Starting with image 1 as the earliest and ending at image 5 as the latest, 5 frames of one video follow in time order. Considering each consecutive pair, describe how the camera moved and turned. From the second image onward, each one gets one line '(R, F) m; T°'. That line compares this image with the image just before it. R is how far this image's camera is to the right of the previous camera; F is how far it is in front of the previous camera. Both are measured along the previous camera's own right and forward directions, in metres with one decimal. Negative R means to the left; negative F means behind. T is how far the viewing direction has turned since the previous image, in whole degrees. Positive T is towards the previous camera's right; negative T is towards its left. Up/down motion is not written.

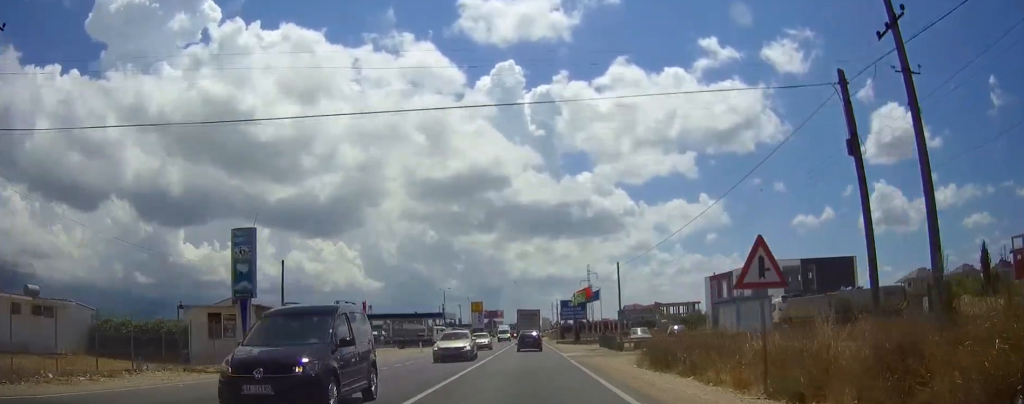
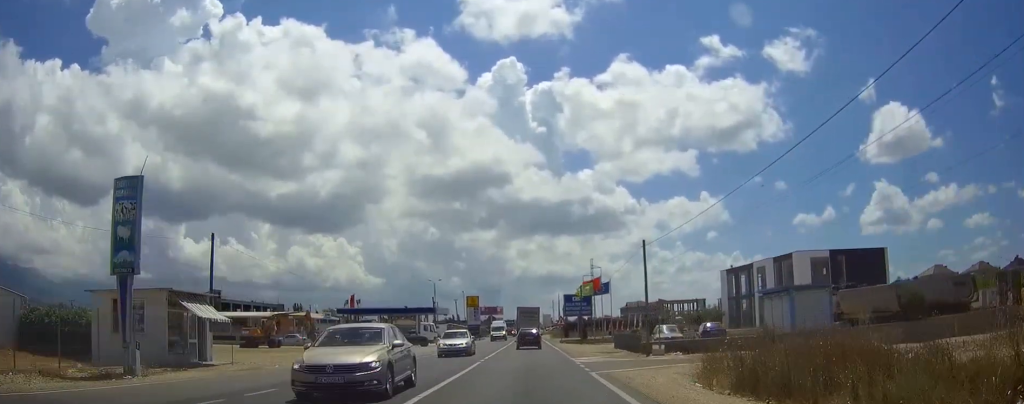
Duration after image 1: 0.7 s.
(0.0, +9.9) m; 0°
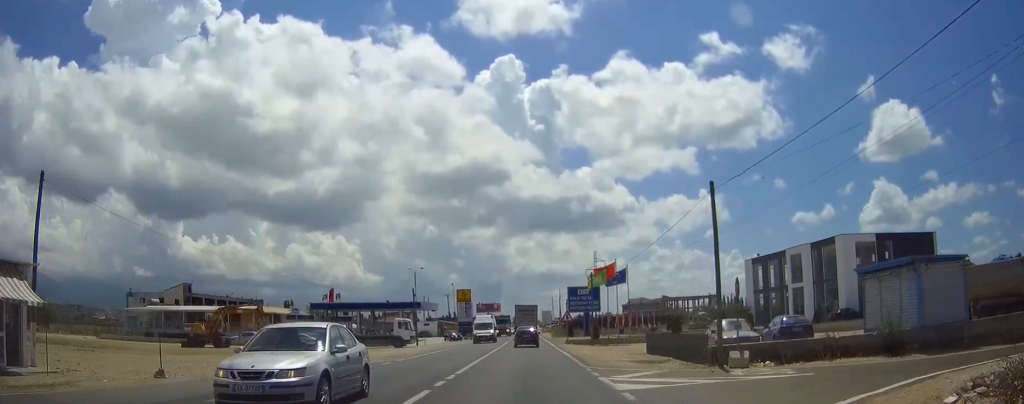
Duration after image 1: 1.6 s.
(-0.1, +13.4) m; 0°
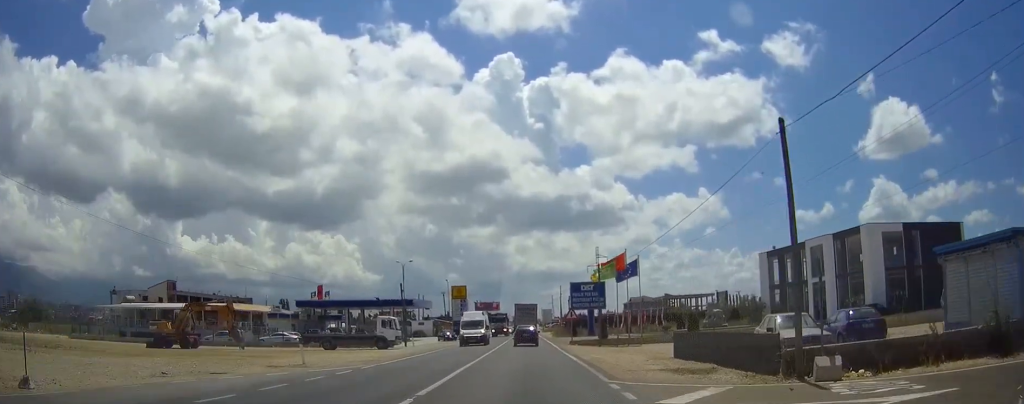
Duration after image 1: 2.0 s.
(0.0, +6.4) m; 0°
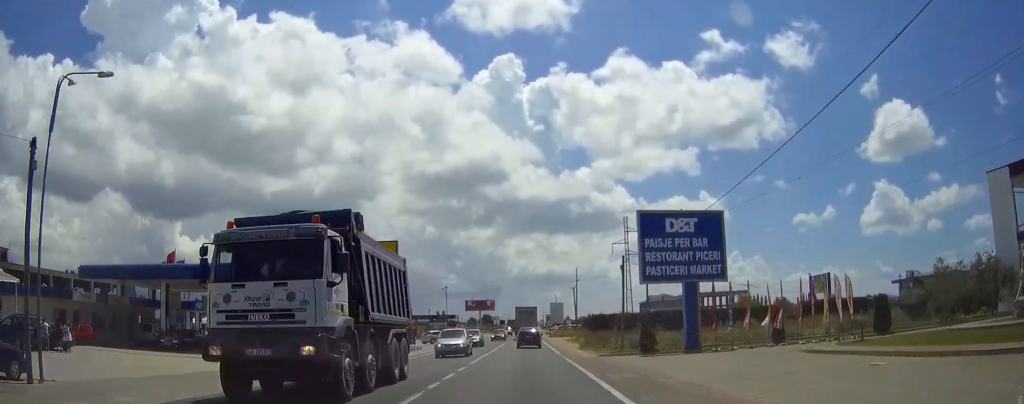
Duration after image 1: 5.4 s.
(0.0, +51.1) m; 0°
